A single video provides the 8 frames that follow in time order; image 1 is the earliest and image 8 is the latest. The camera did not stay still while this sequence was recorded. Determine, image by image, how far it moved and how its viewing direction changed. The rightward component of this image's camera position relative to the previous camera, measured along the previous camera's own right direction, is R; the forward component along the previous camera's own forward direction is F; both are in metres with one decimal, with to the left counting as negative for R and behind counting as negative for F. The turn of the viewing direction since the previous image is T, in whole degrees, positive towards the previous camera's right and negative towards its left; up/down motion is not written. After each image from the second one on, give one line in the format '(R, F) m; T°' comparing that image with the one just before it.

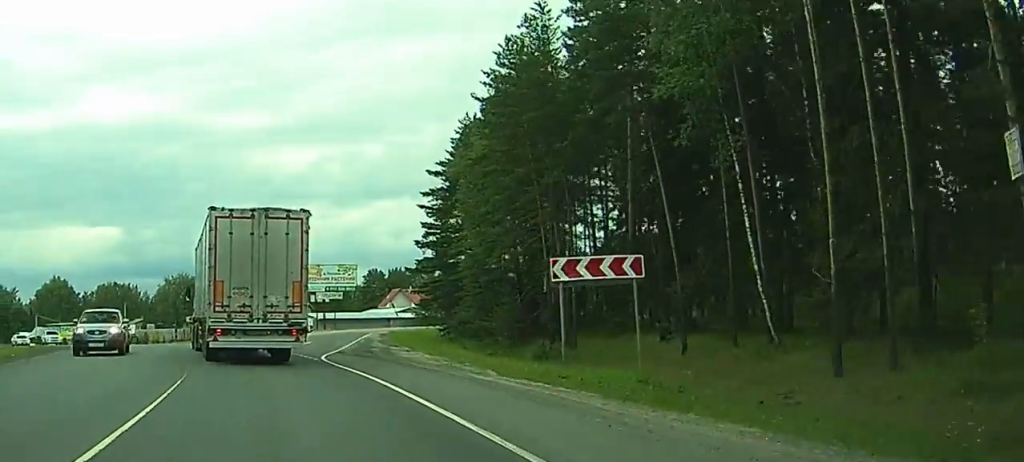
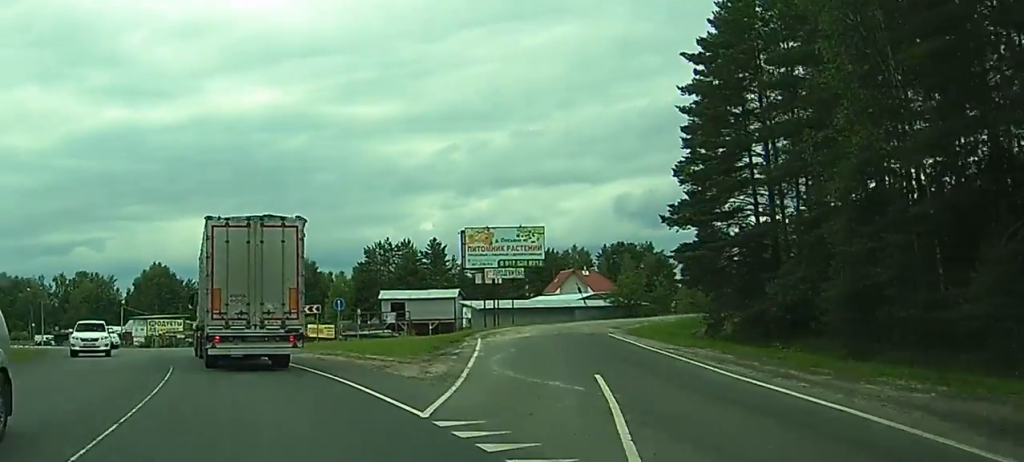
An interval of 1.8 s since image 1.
(-4.1, +35.4) m; -9°
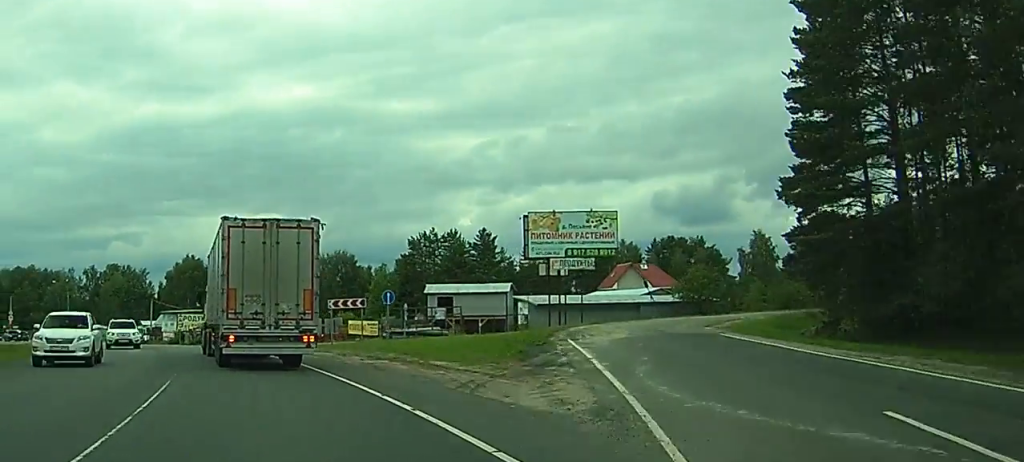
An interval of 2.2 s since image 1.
(+0.1, +8.3) m; 0°
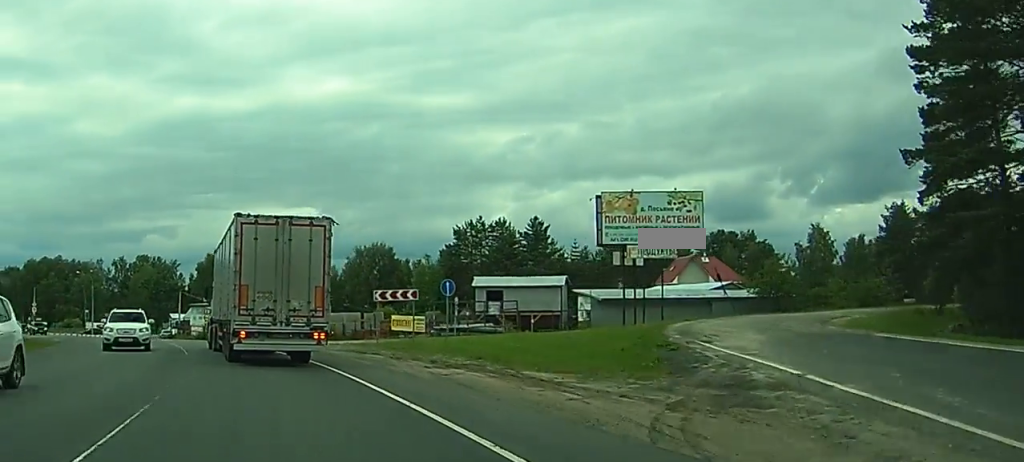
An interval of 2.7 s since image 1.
(0.0, +8.3) m; -1°
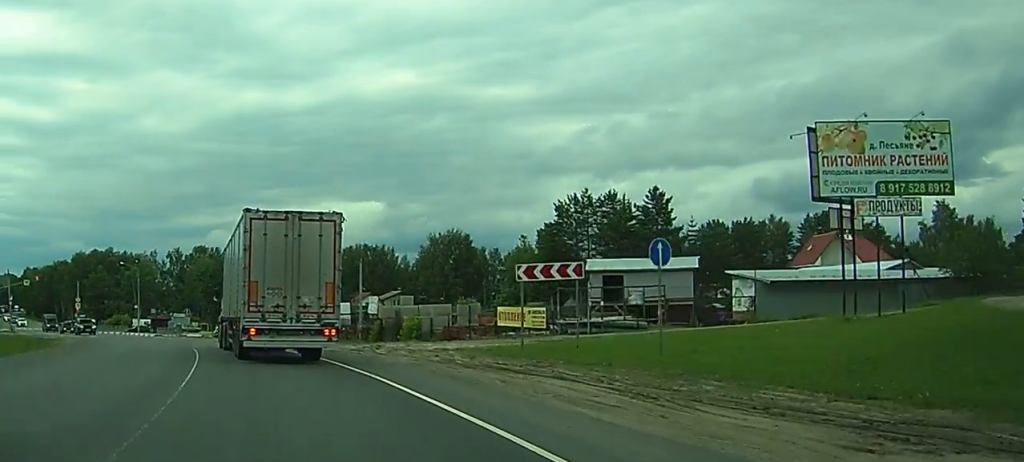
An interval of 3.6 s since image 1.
(-0.3, +17.4) m; -2°
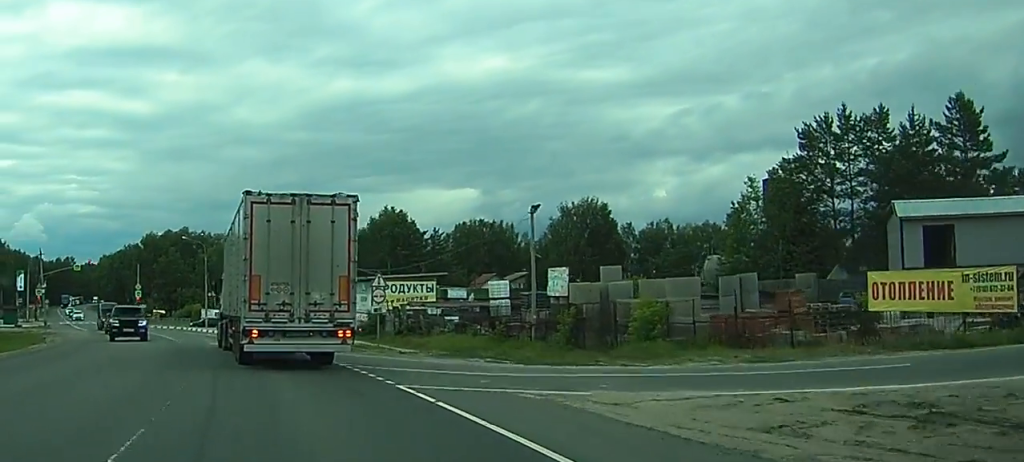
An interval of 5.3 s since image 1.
(-1.7, +31.2) m; -8°
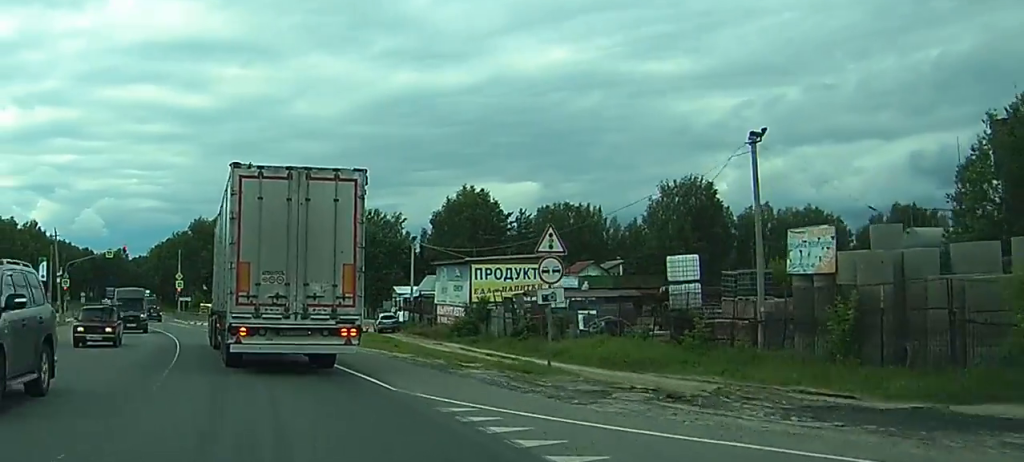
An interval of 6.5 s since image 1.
(-1.2, +20.0) m; -5°
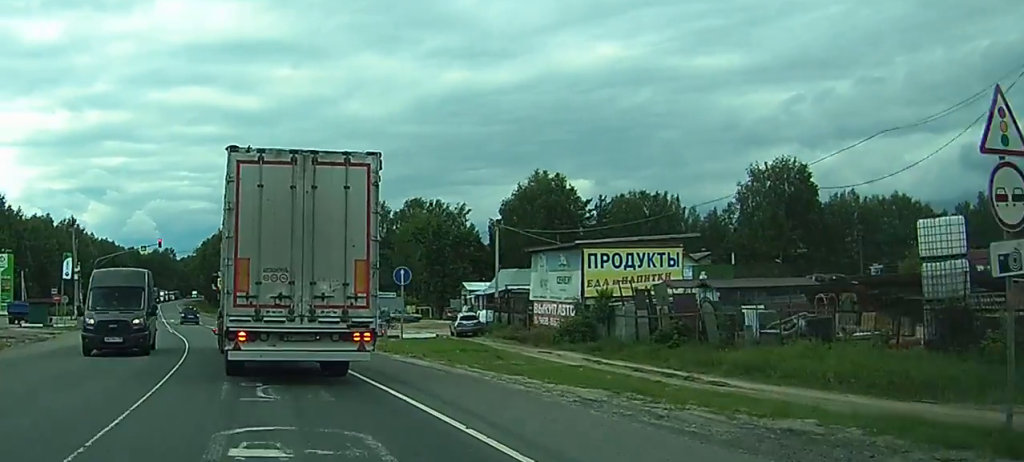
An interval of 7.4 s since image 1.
(-0.2, +14.7) m; -1°
